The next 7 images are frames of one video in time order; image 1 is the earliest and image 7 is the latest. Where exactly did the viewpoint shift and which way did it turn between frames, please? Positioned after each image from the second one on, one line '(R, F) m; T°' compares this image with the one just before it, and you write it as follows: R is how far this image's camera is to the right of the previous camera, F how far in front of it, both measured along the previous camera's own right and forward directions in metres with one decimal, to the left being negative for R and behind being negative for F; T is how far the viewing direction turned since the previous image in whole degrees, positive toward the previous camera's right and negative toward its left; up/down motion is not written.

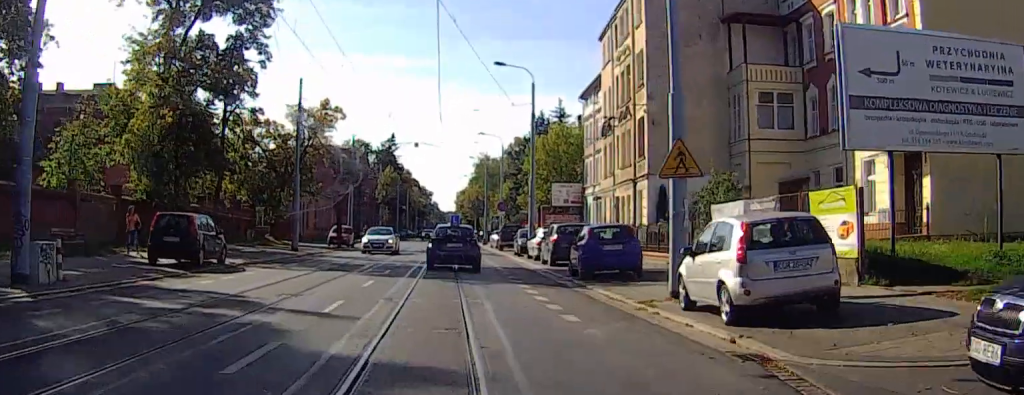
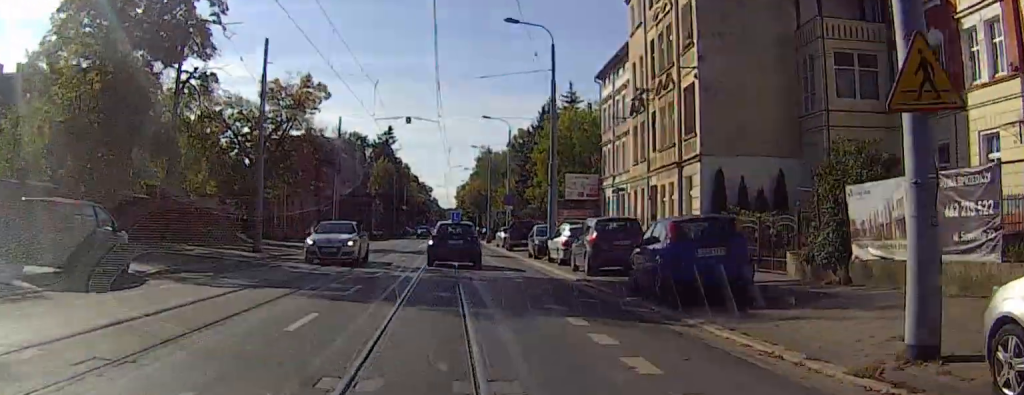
(-0.4, +9.0) m; -1°
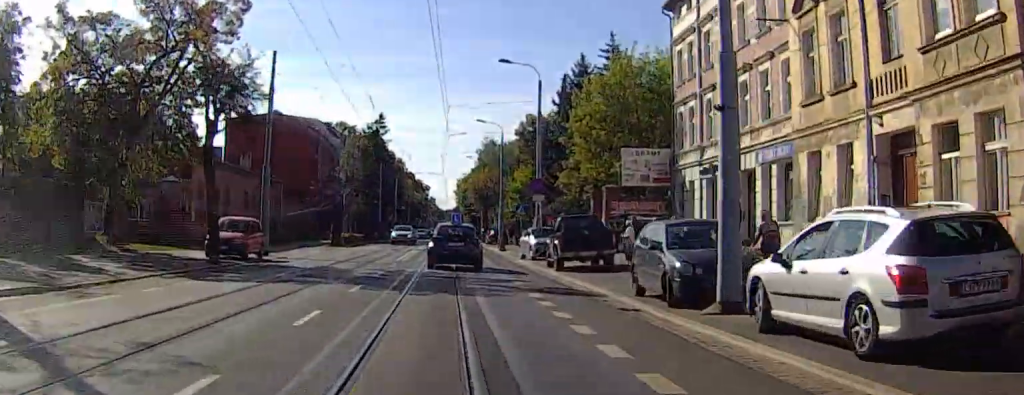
(+2.0, +23.1) m; +7°
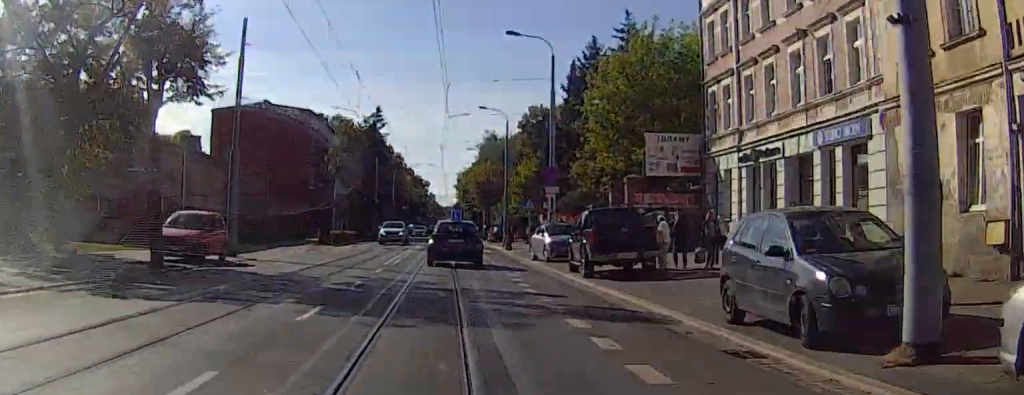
(-0.2, +5.8) m; -2°
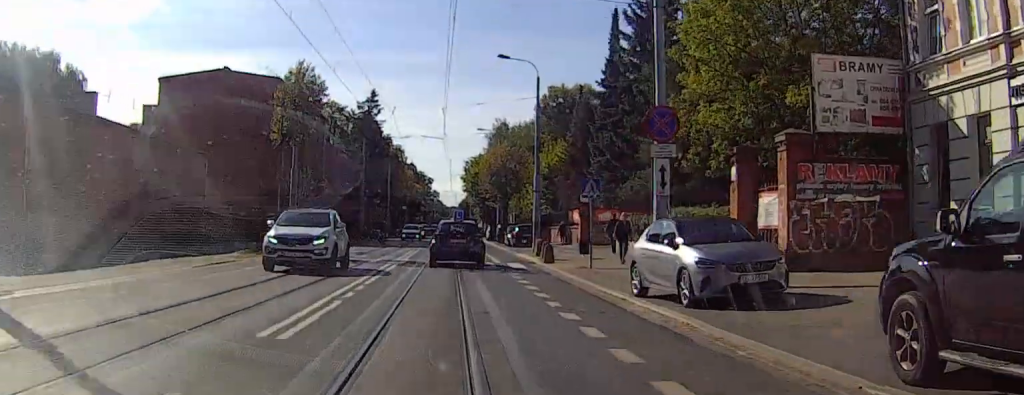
(-0.9, +19.3) m; -3°
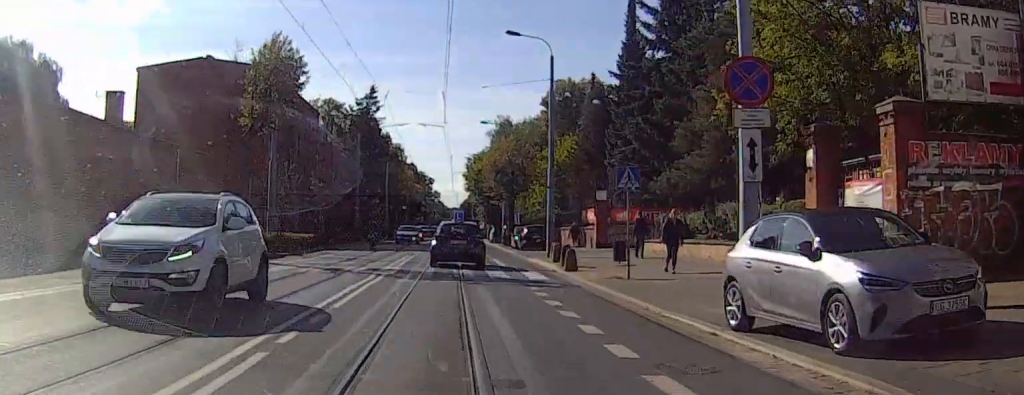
(-0.5, +5.7) m; +2°
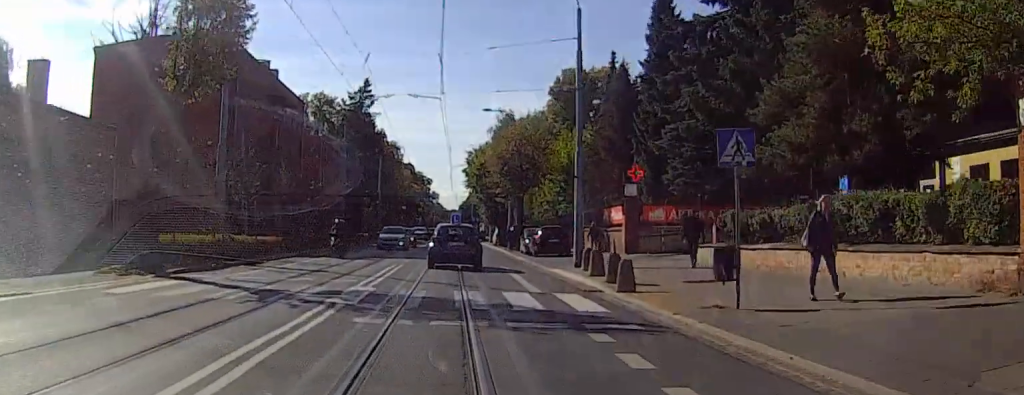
(+0.9, +8.6) m; 0°
